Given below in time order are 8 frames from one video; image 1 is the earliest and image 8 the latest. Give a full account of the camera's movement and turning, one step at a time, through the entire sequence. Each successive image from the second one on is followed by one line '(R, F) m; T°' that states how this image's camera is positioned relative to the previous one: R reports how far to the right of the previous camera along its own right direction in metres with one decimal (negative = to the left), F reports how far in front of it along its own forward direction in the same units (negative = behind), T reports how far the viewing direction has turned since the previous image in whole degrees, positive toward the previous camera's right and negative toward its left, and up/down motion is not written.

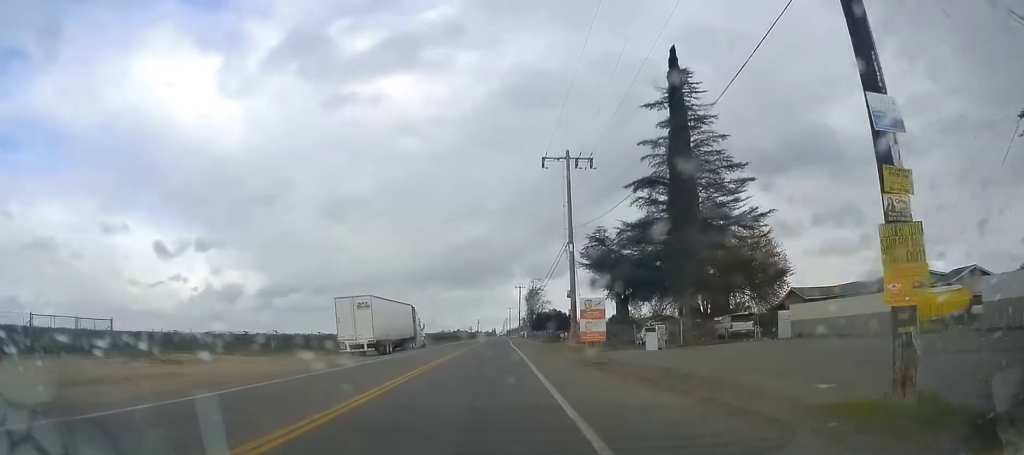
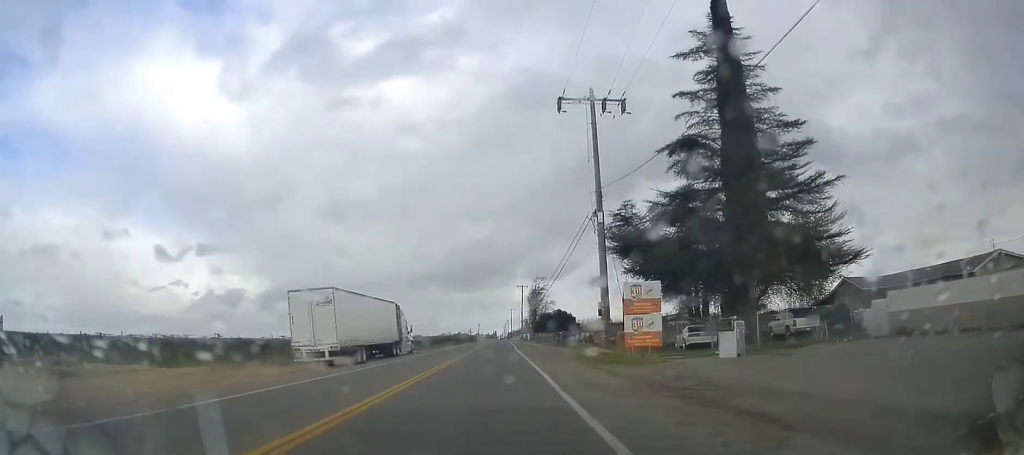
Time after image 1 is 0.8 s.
(+0.4, +9.1) m; 0°
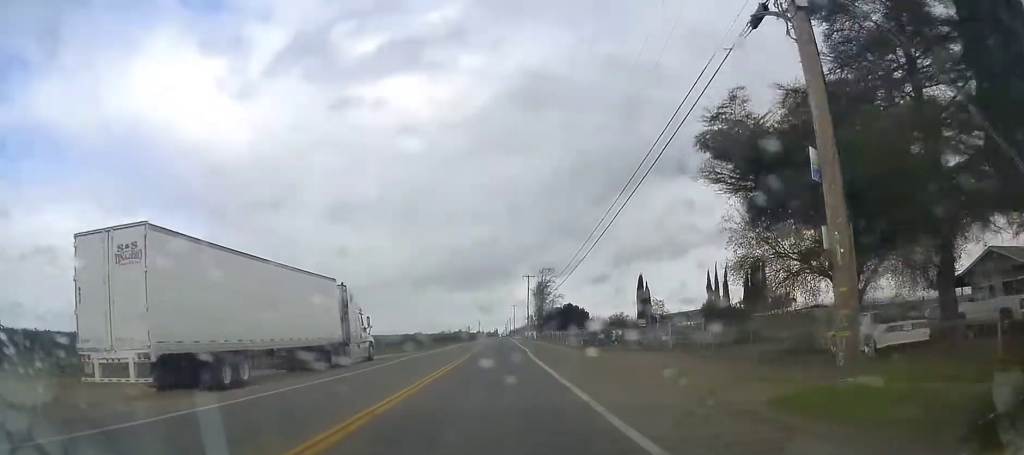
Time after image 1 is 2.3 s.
(-0.2, +18.2) m; +1°
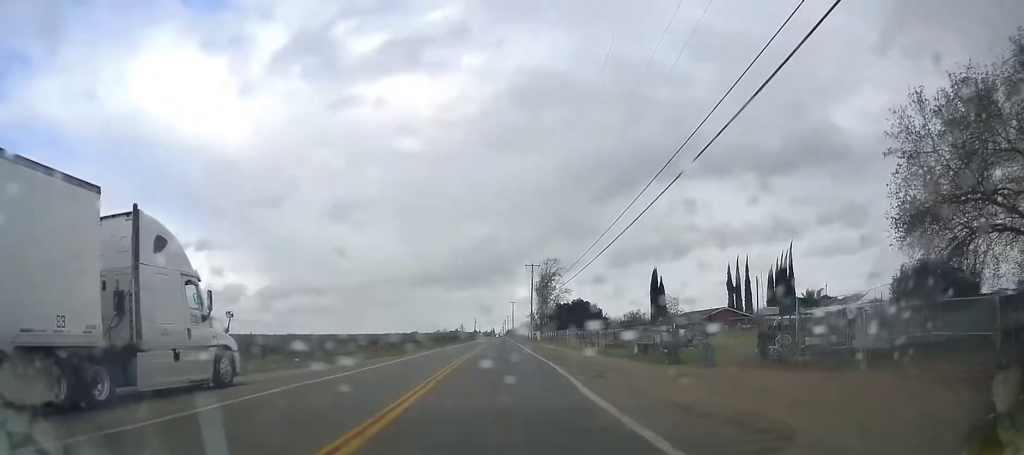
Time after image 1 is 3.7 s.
(+0.5, +18.3) m; +2°
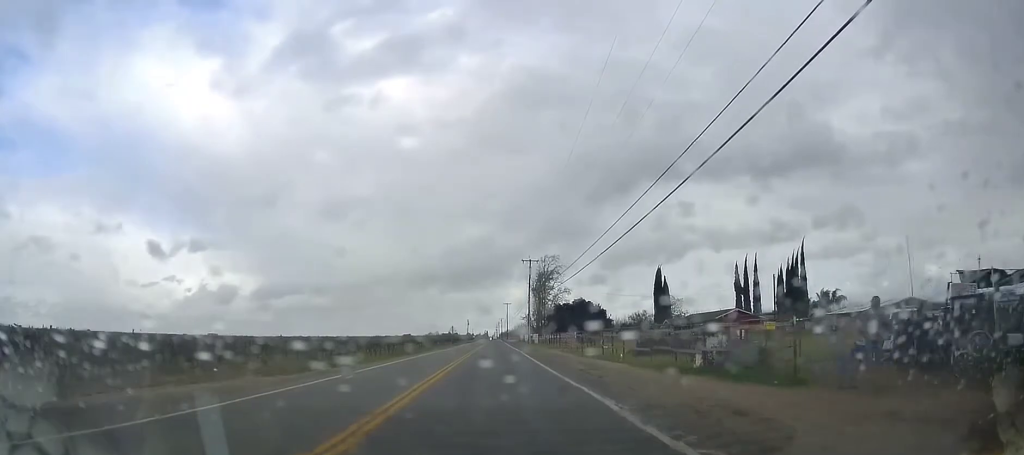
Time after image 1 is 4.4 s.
(0.0, +9.9) m; 0°
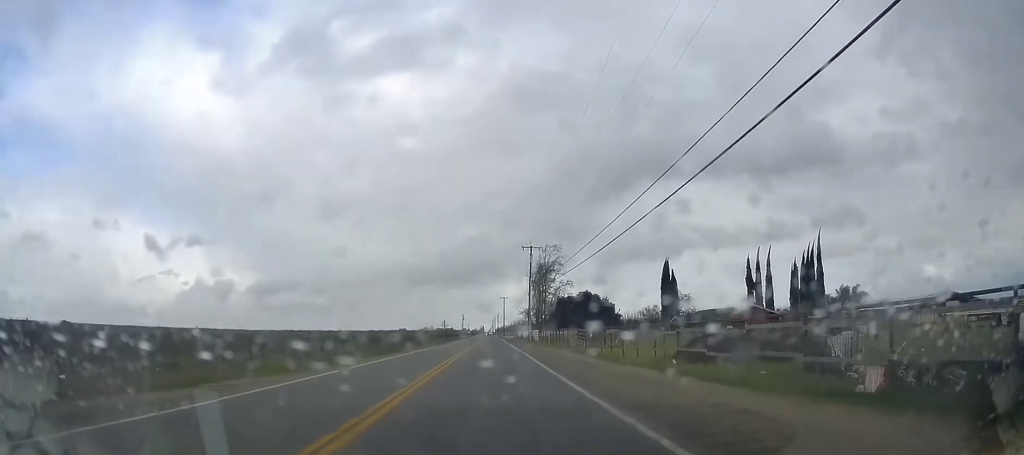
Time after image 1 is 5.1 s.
(0.0, +9.8) m; 0°
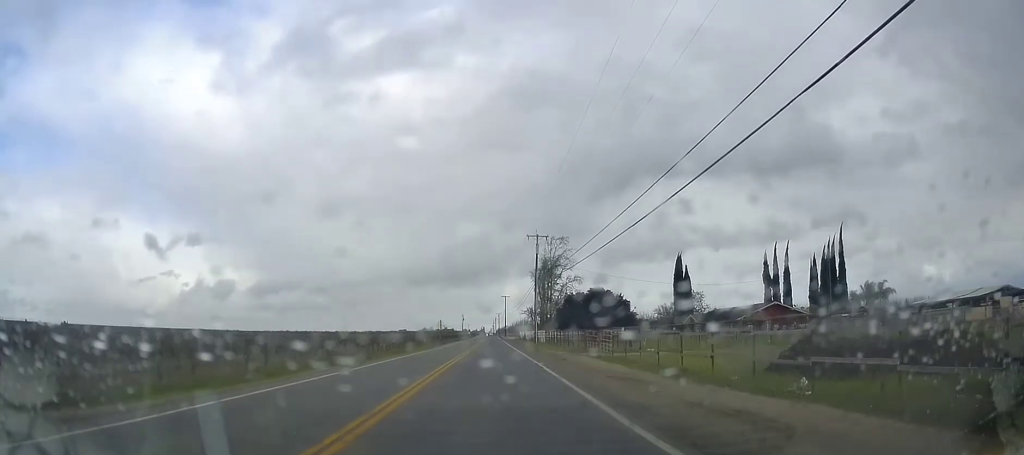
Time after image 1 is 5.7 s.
(0.0, +9.9) m; 0°
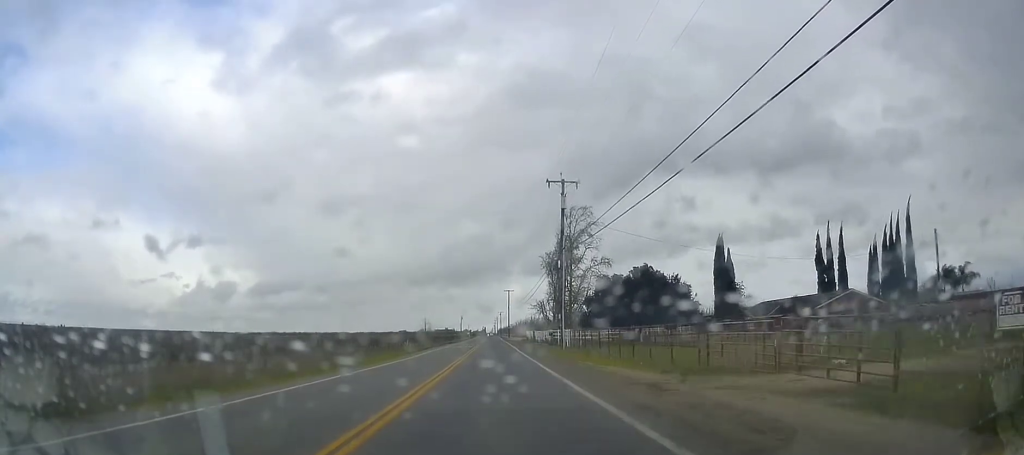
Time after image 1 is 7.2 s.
(-0.3, +24.1) m; -2°
